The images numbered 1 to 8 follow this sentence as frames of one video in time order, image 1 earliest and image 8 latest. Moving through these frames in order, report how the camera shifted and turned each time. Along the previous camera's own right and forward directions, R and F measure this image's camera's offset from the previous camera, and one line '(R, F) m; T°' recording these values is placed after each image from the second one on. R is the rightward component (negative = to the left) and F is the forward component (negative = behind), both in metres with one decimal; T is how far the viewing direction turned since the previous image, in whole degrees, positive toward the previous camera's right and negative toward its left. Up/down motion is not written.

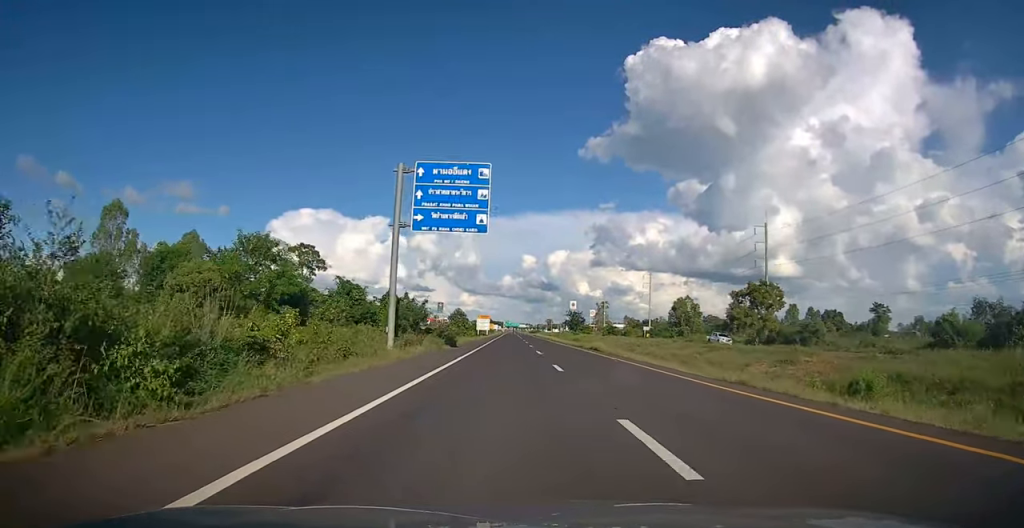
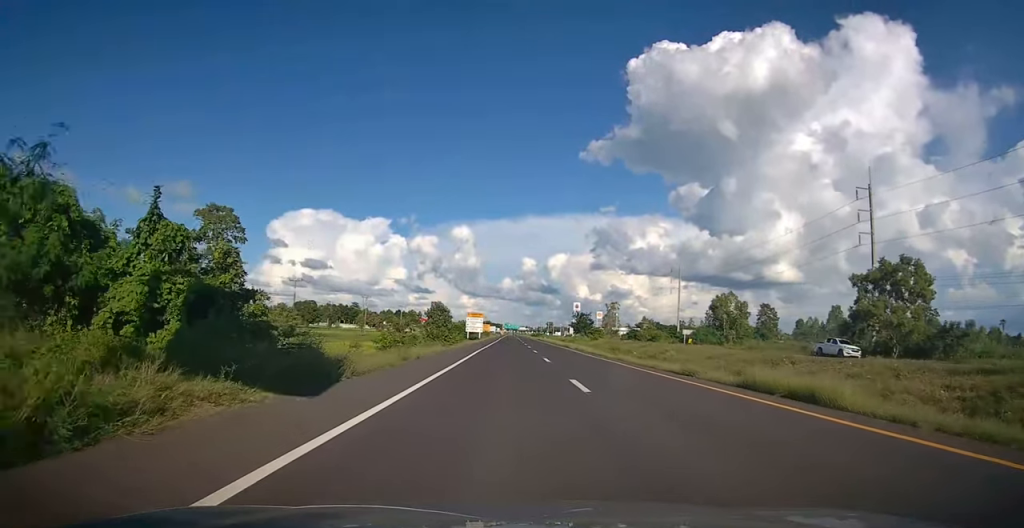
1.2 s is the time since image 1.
(+0.2, +28.4) m; +1°
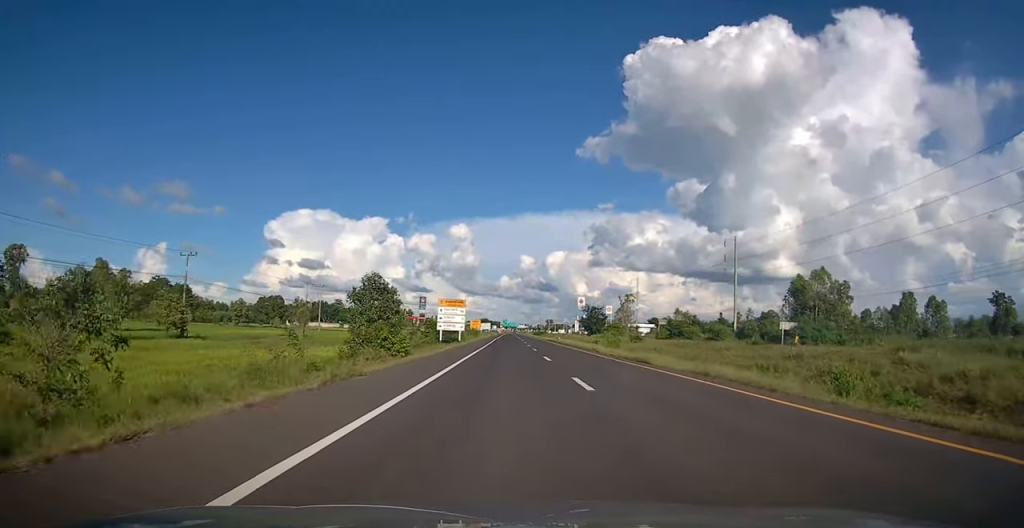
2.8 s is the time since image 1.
(-0.1, +35.9) m; 0°
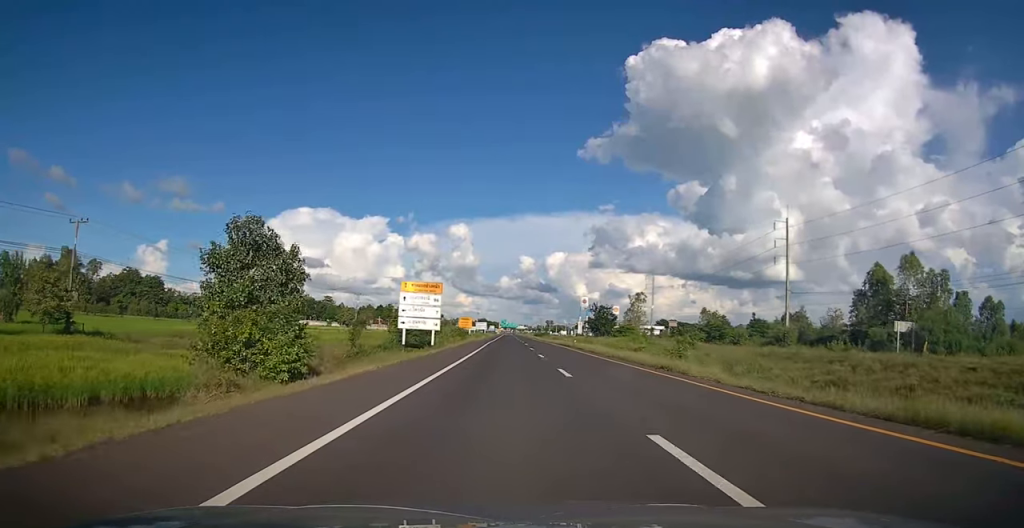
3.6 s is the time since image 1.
(0.0, +20.1) m; 0°
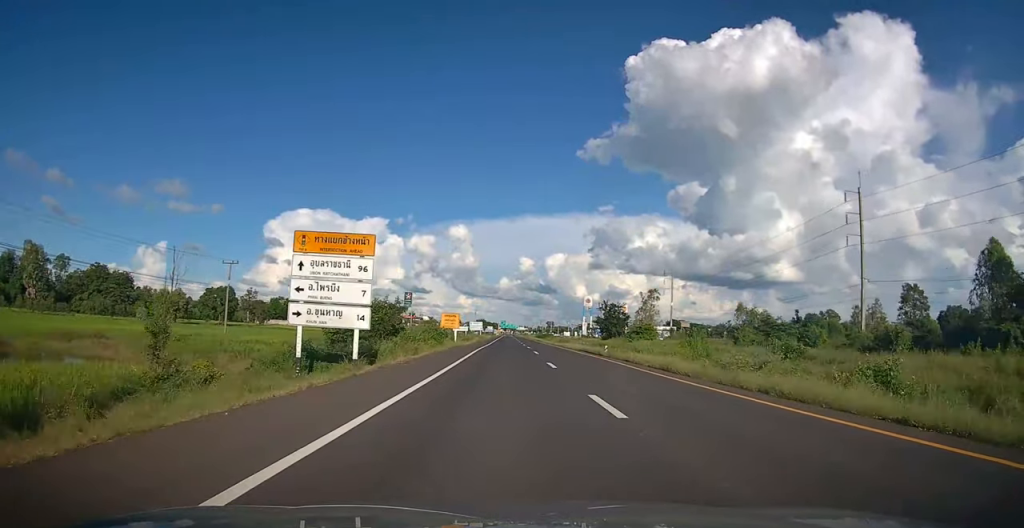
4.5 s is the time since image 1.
(+0.1, +19.3) m; 0°
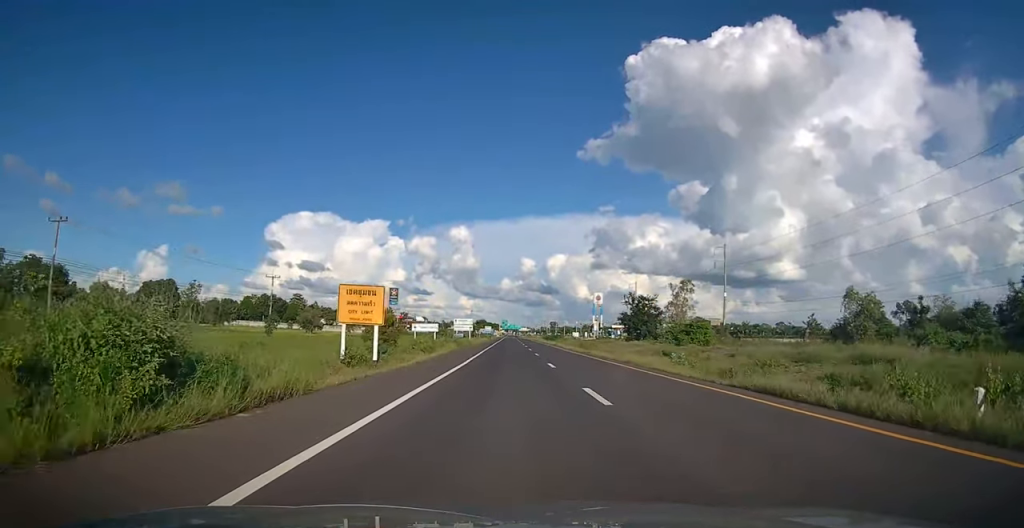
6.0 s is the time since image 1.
(-0.1, +34.1) m; 0°
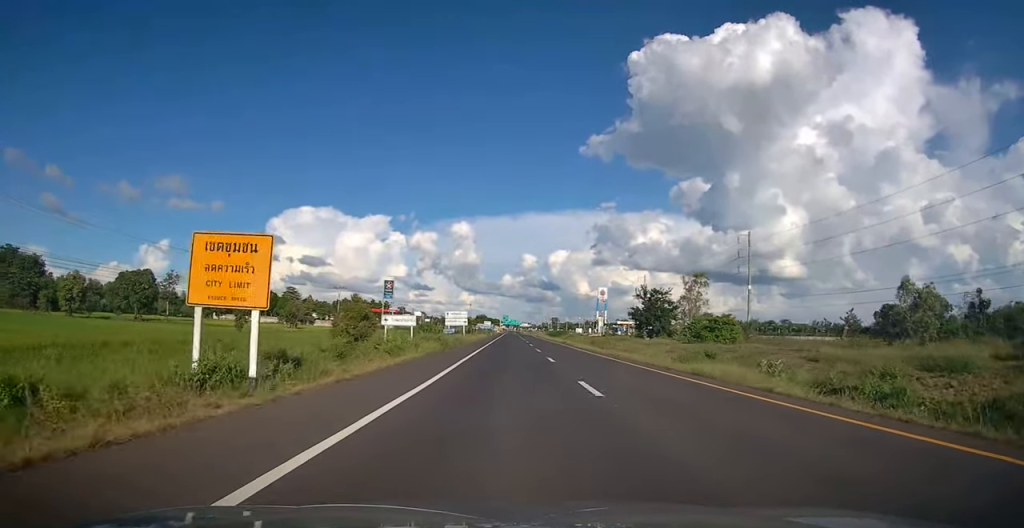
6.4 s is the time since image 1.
(0.0, +10.7) m; 0°
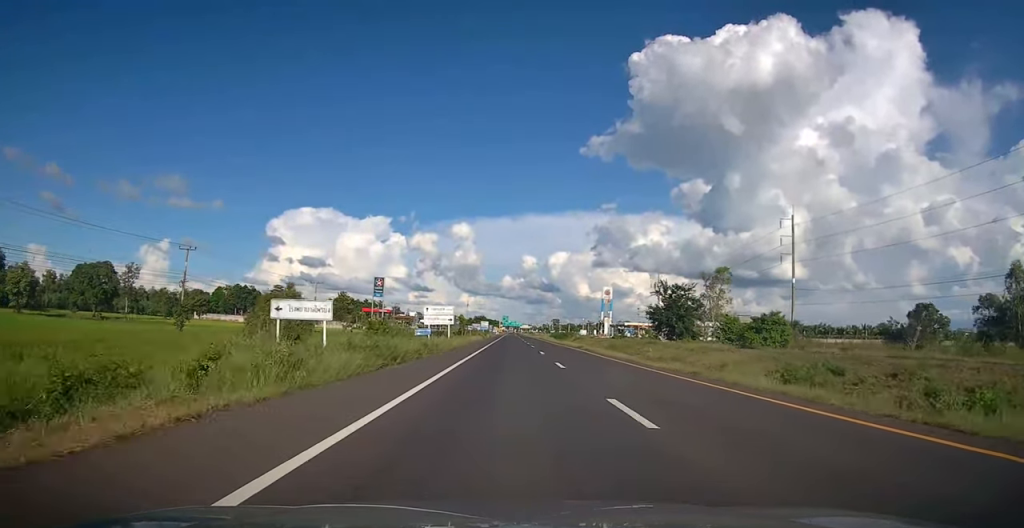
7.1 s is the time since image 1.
(0.0, +15.8) m; 0°
